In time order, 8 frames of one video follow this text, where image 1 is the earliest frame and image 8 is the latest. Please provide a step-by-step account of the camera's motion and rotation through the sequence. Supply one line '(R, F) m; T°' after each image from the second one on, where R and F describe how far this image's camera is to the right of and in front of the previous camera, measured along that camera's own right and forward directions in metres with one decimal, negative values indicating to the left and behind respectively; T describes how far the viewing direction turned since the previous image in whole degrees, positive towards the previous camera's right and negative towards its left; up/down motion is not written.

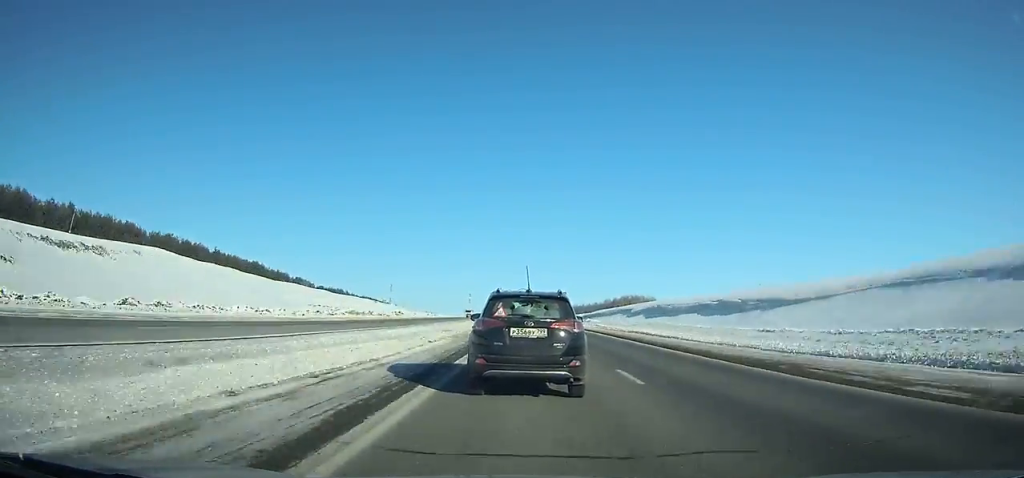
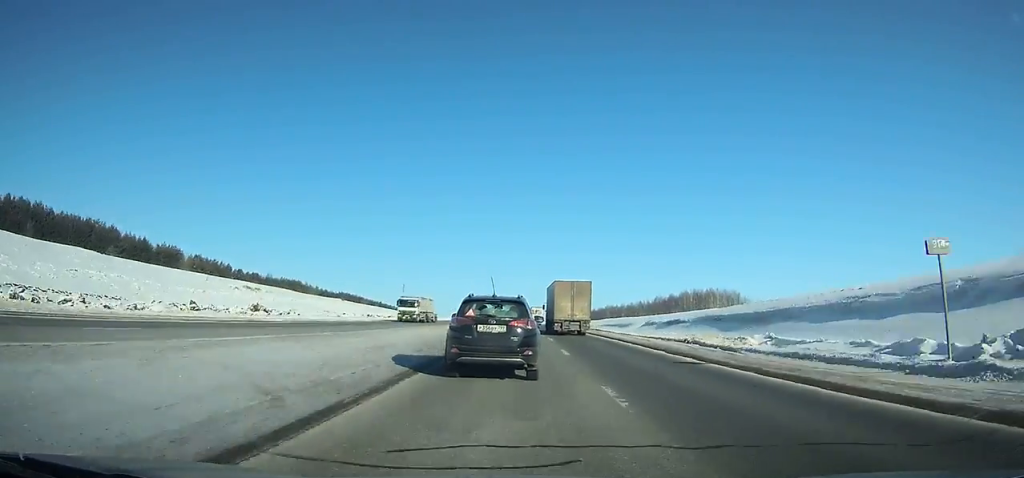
(-1.3, +89.0) m; -2°
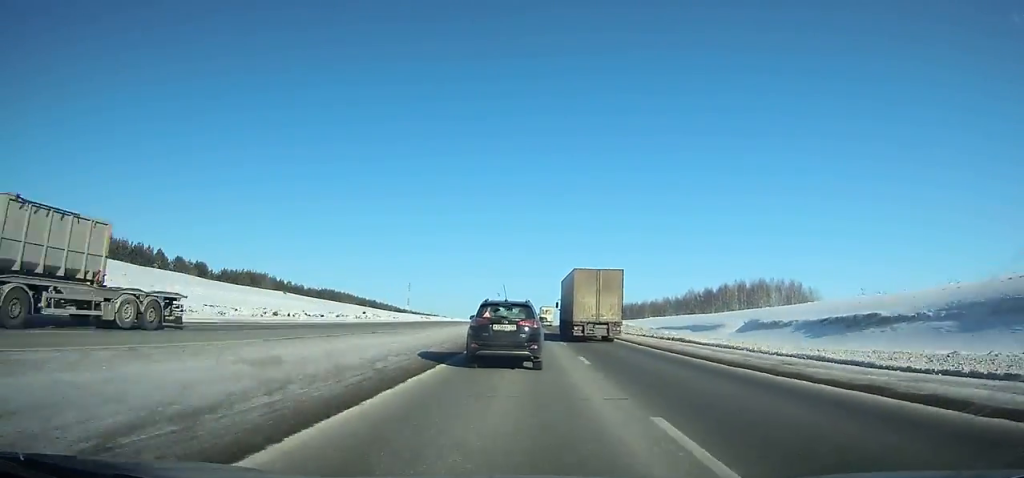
(-0.2, +38.8) m; -1°
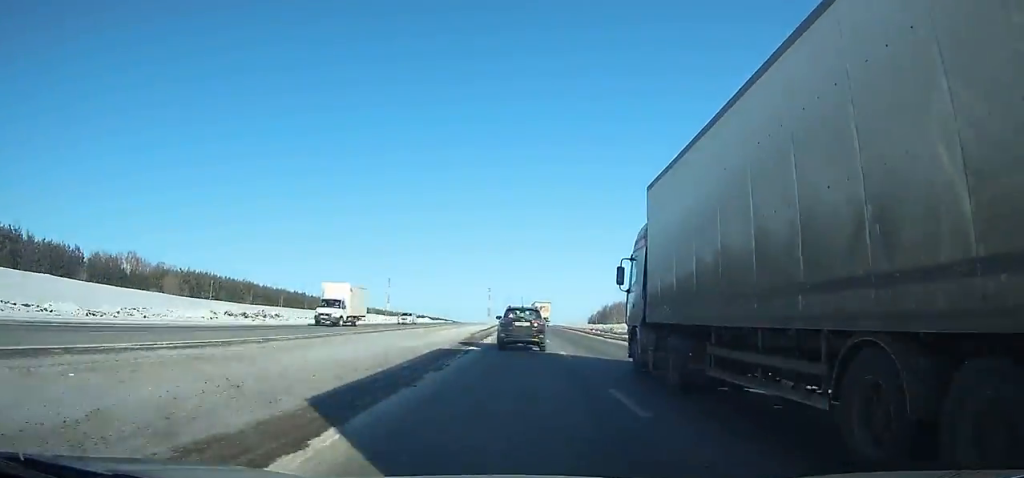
(-0.9, +96.7) m; -1°
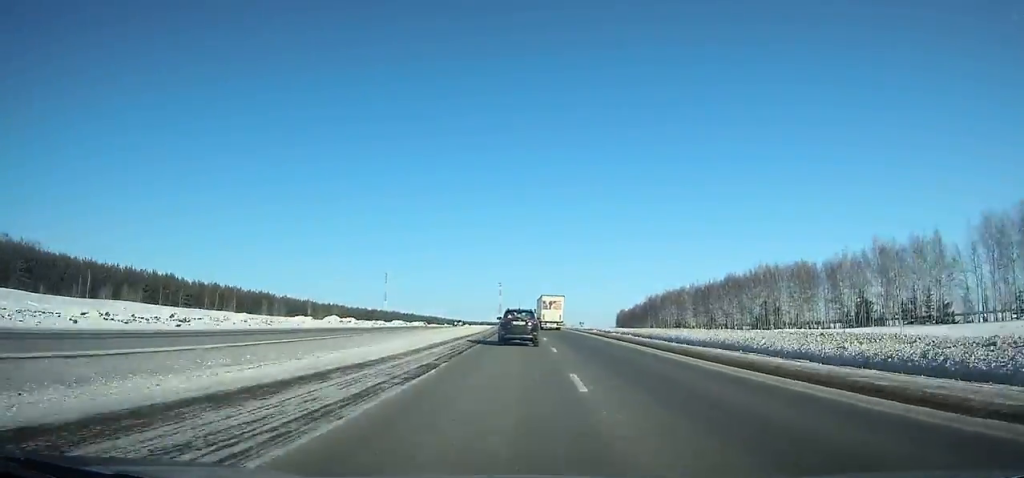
(-0.1, +95.0) m; -1°
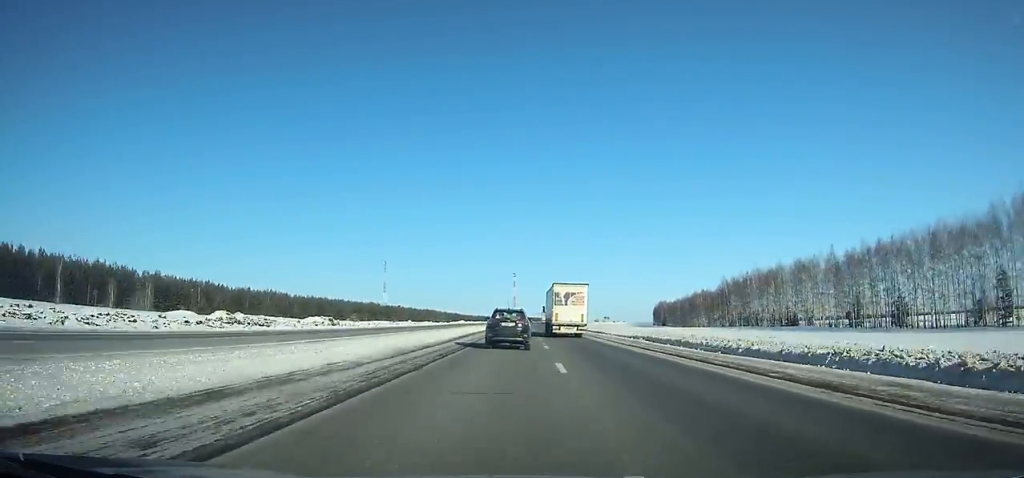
(-0.8, +83.5) m; -1°
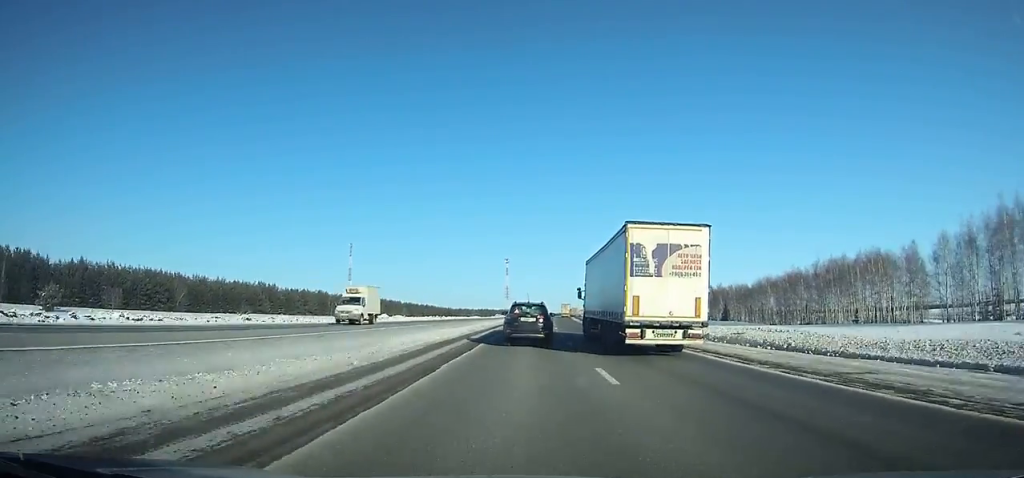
(-1.3, +120.1) m; 0°
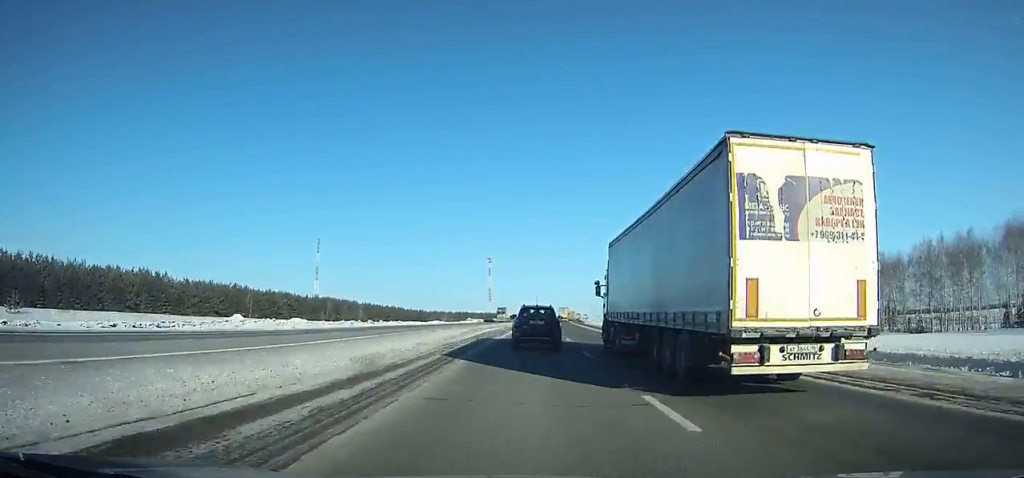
(+0.3, +52.2) m; +1°
